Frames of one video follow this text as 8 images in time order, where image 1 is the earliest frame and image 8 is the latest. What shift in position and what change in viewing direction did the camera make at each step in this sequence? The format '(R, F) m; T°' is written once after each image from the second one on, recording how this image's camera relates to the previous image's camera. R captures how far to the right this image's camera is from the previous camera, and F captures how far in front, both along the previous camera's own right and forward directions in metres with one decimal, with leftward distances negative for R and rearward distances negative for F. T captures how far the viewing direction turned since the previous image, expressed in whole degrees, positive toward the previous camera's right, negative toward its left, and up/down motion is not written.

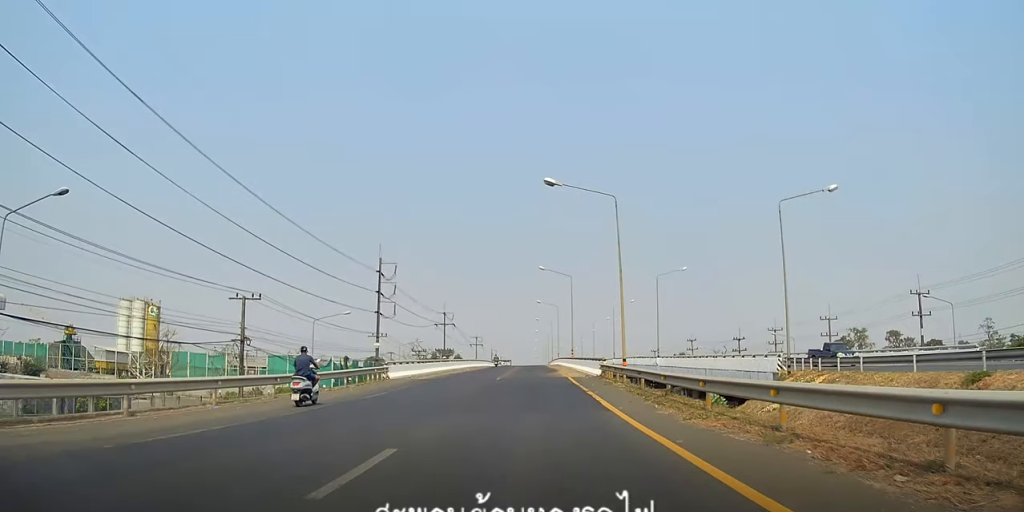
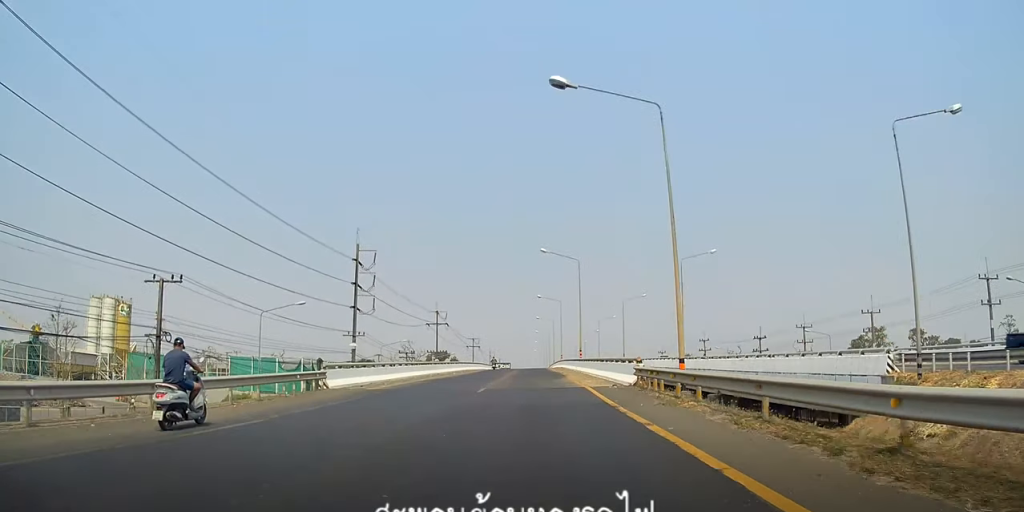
(0.0, +11.3) m; 0°
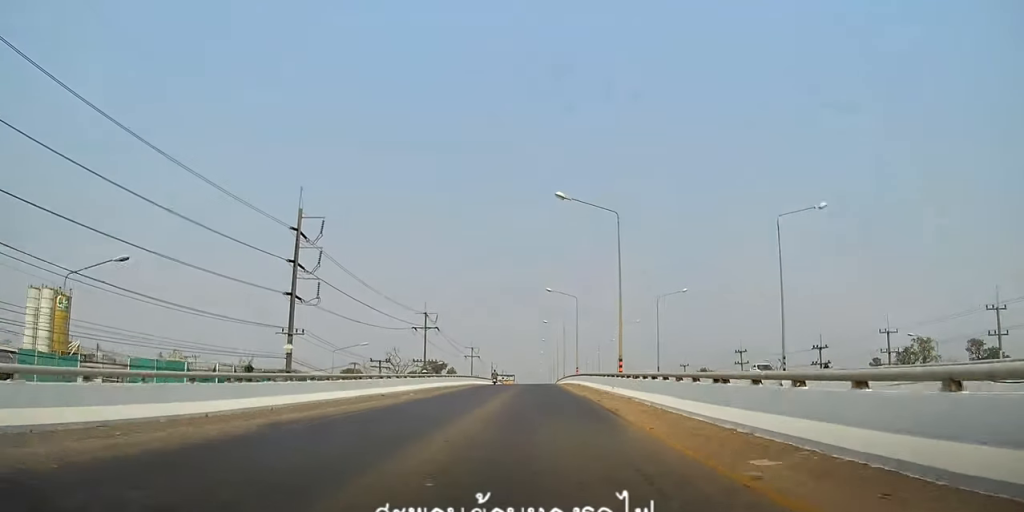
(+0.3, +22.1) m; 0°
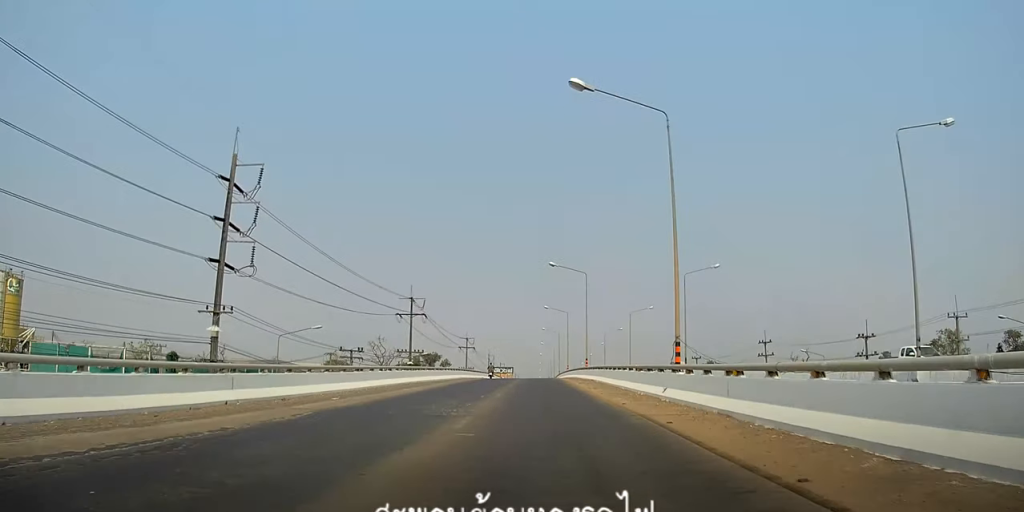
(-0.3, +12.6) m; 0°
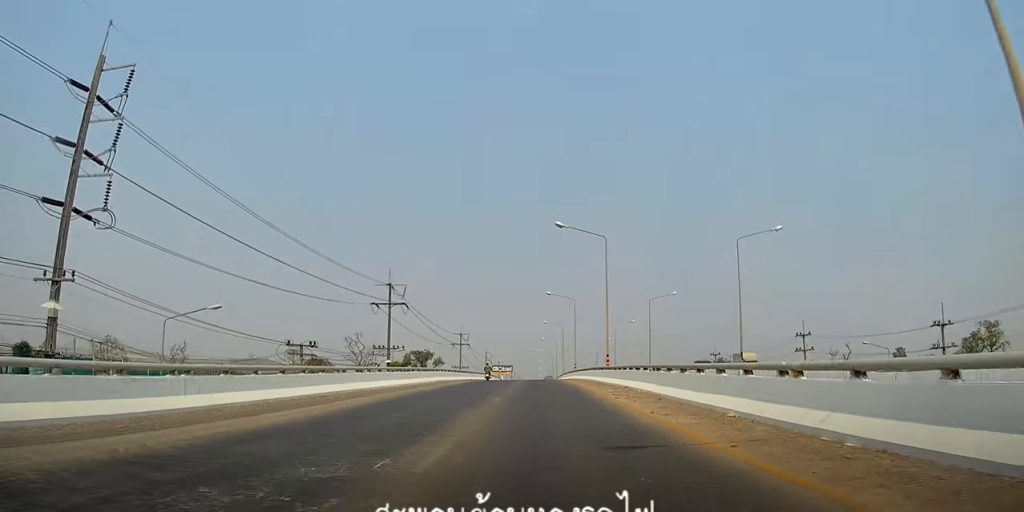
(+0.4, +16.8) m; +1°
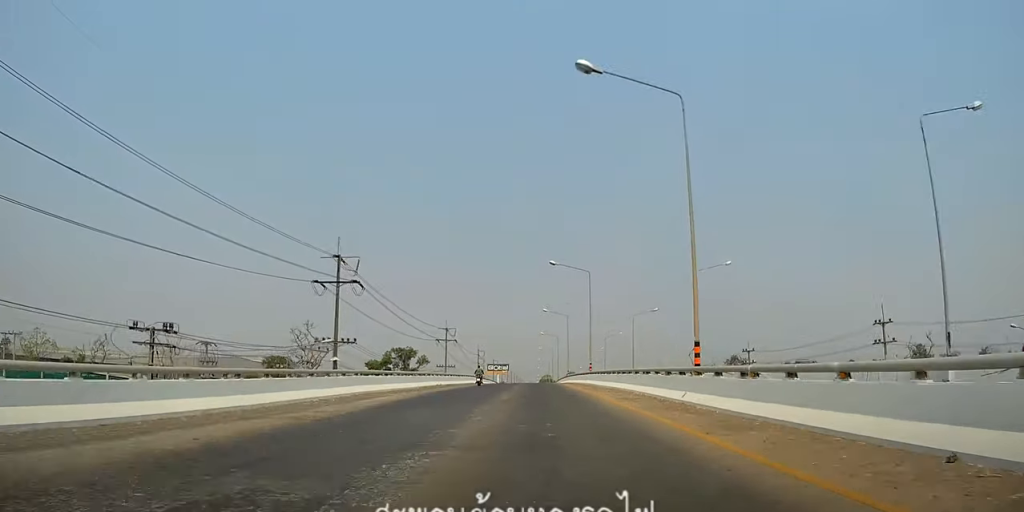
(+0.2, +23.6) m; -1°
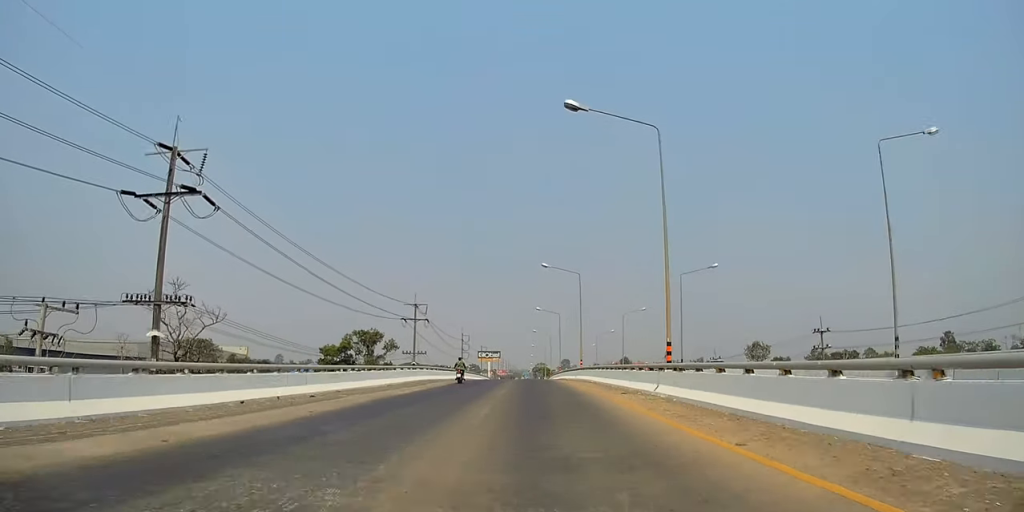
(-0.5, +32.3) m; +1°
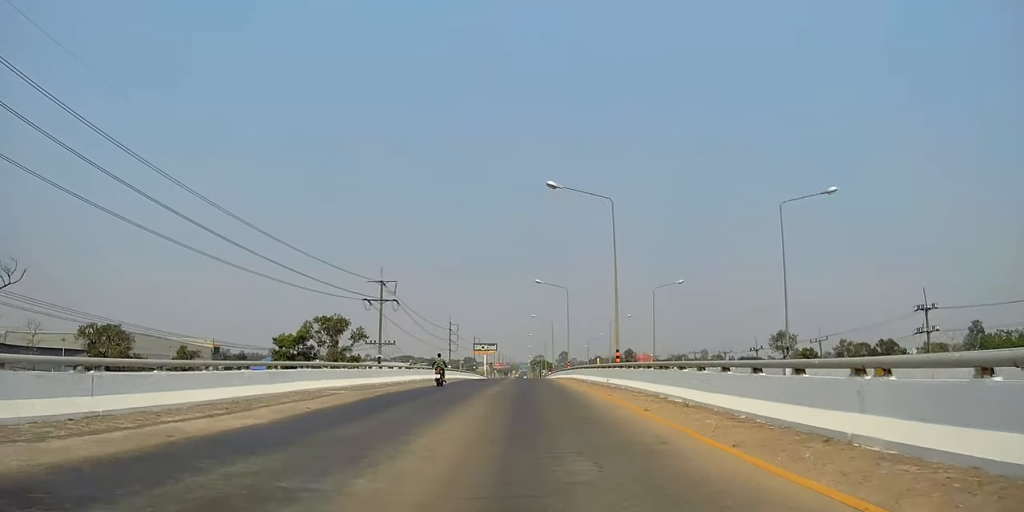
(+1.1, +25.9) m; +2°
